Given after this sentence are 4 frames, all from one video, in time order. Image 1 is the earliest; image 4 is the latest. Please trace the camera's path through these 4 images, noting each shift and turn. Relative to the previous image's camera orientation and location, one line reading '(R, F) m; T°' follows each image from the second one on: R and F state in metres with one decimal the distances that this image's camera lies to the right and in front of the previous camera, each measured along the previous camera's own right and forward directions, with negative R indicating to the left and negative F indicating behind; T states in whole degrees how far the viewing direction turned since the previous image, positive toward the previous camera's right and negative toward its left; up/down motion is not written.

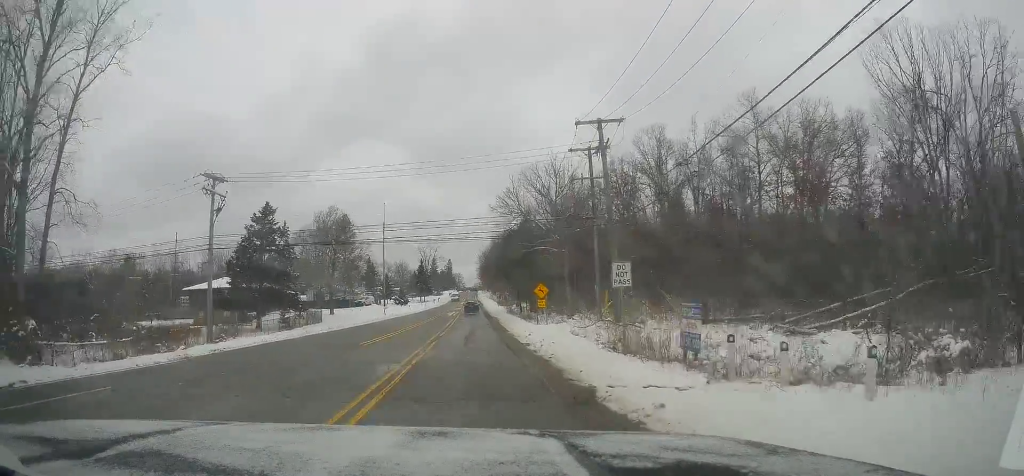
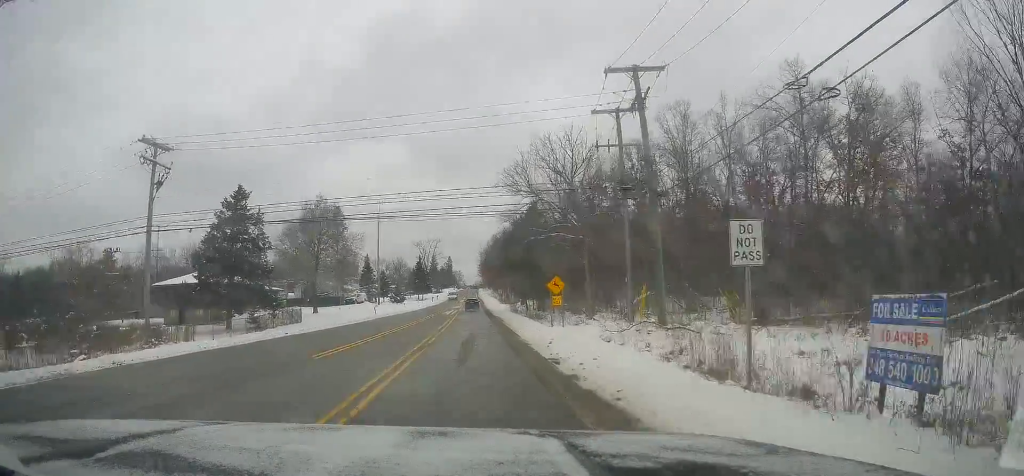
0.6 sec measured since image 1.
(+0.3, +8.1) m; -1°
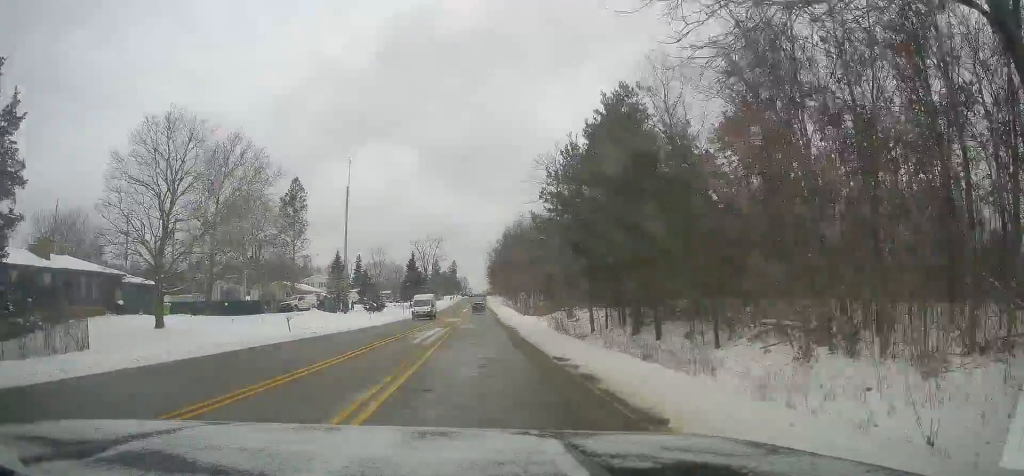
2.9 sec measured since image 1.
(-0.3, +36.0) m; -1°
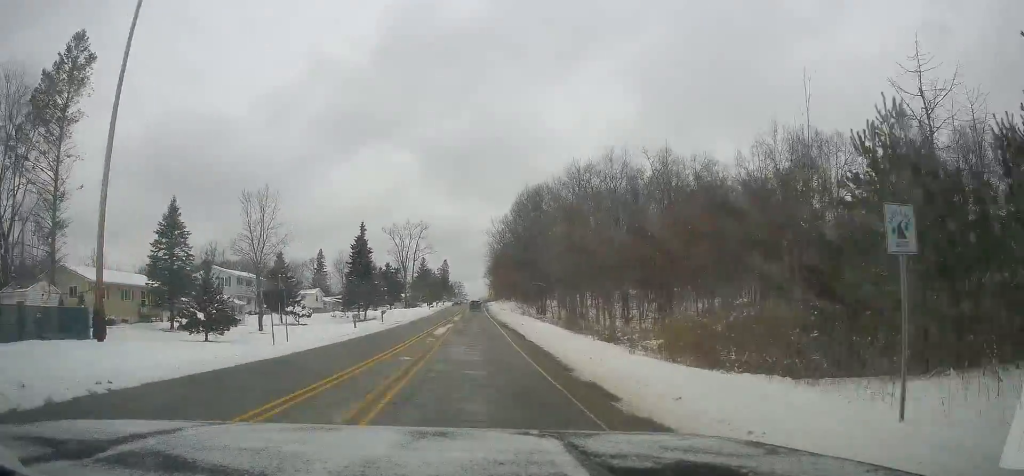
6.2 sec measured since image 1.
(-2.6, +59.5) m; -2°
